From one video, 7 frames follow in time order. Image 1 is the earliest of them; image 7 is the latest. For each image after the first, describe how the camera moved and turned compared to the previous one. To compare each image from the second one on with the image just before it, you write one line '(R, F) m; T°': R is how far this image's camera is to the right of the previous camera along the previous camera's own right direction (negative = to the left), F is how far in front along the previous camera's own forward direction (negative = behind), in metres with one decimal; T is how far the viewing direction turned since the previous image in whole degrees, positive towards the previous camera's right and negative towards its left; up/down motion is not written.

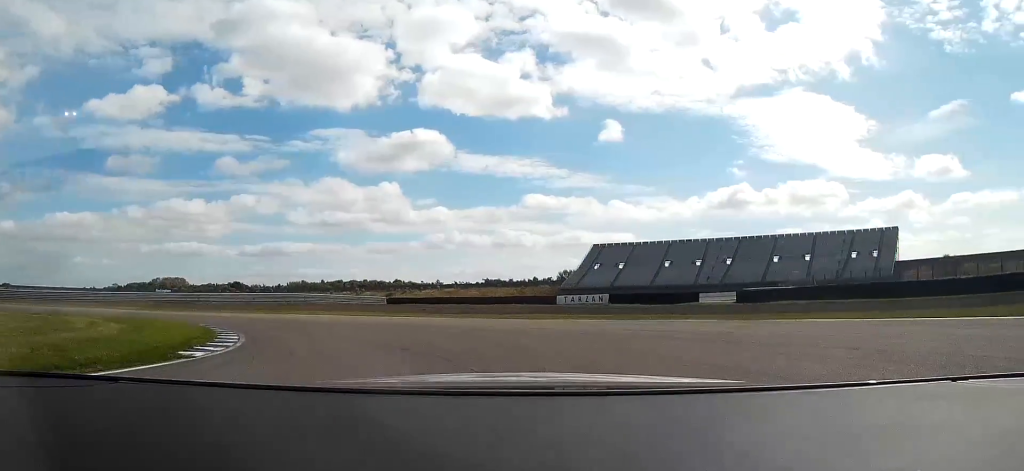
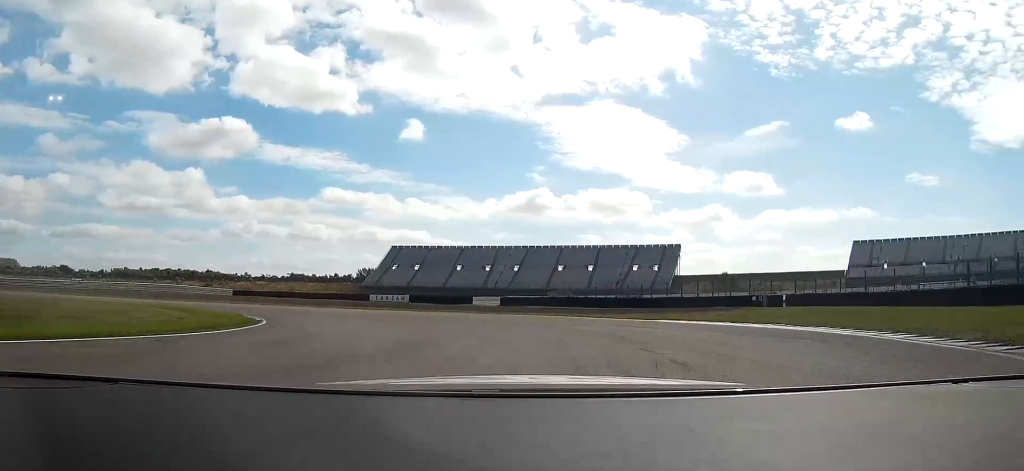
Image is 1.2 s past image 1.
(+4.3, +23.2) m; +18°
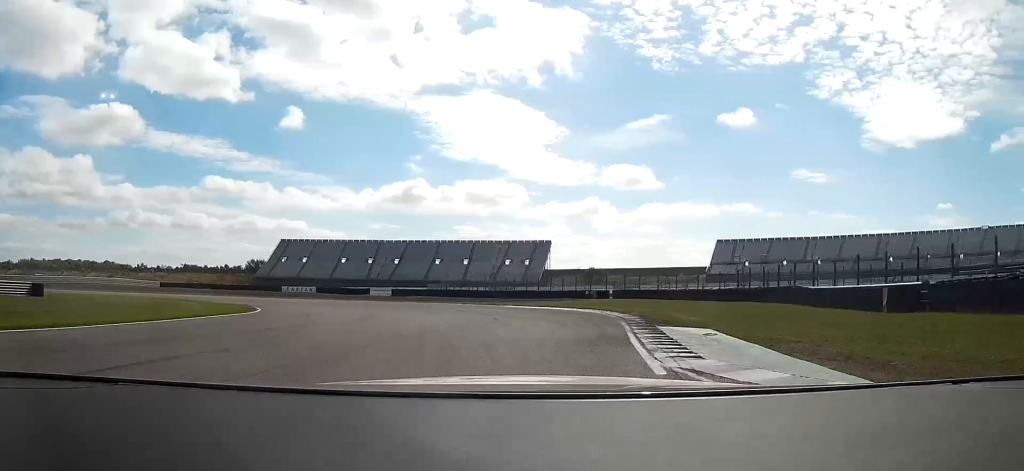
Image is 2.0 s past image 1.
(+1.6, +18.3) m; +8°
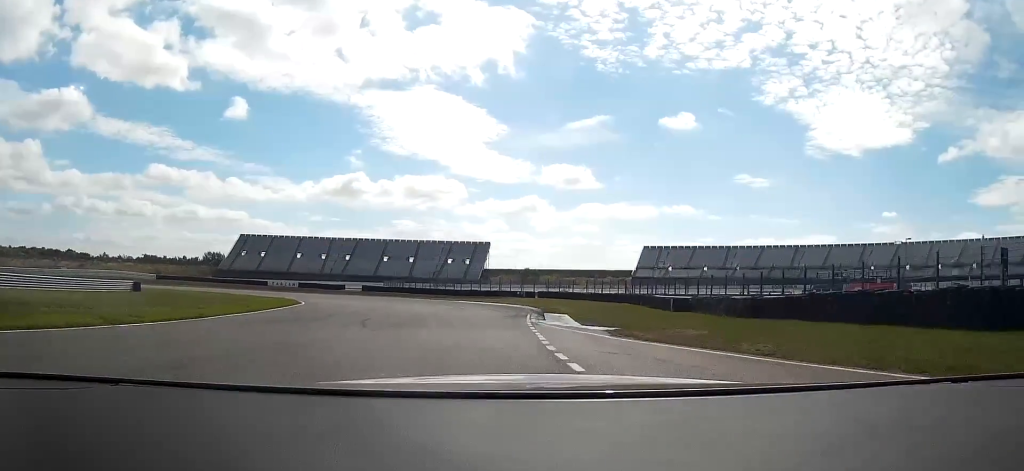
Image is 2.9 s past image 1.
(+1.4, +23.6) m; +5°
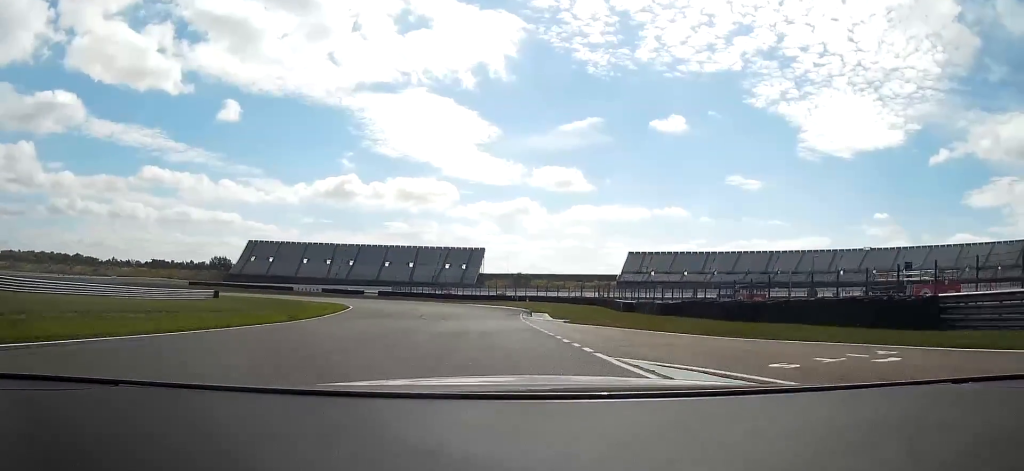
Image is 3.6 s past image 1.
(+0.5, +20.5) m; +1°
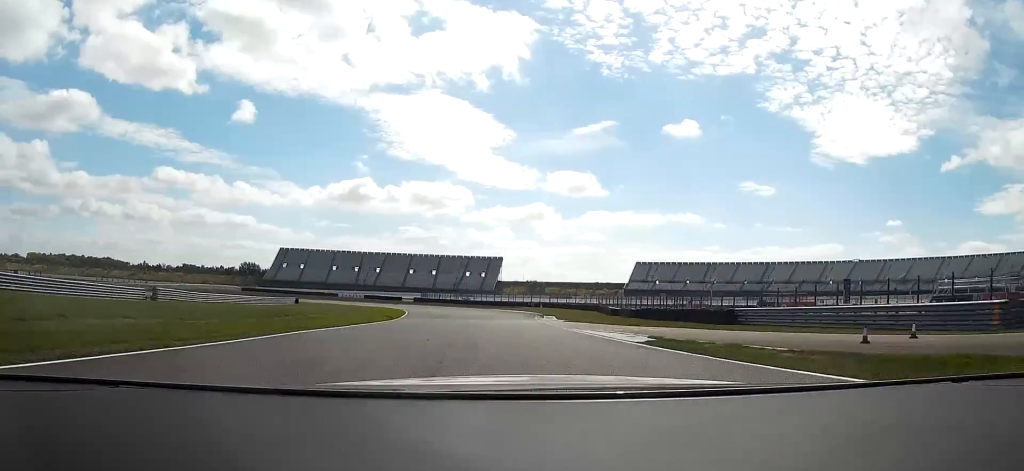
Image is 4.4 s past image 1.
(0.0, +24.2) m; -1°
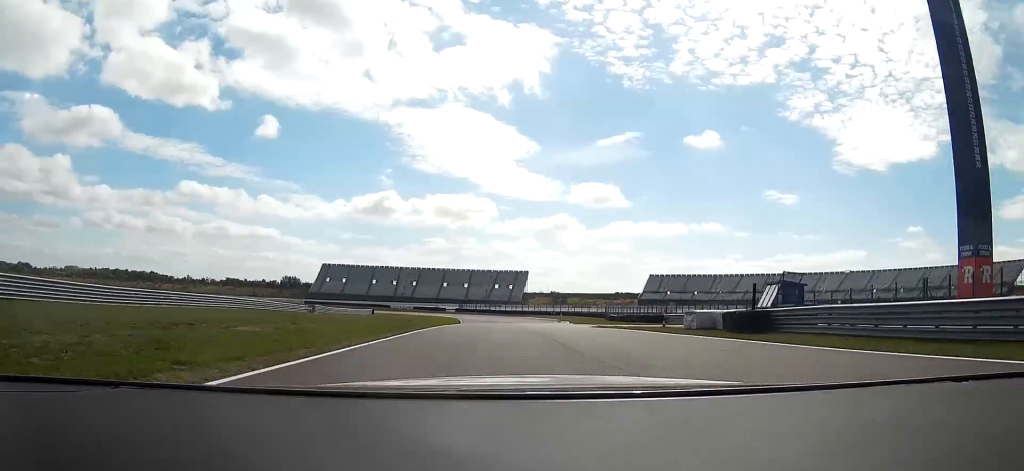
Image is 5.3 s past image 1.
(-0.5, +32.0) m; -2°
